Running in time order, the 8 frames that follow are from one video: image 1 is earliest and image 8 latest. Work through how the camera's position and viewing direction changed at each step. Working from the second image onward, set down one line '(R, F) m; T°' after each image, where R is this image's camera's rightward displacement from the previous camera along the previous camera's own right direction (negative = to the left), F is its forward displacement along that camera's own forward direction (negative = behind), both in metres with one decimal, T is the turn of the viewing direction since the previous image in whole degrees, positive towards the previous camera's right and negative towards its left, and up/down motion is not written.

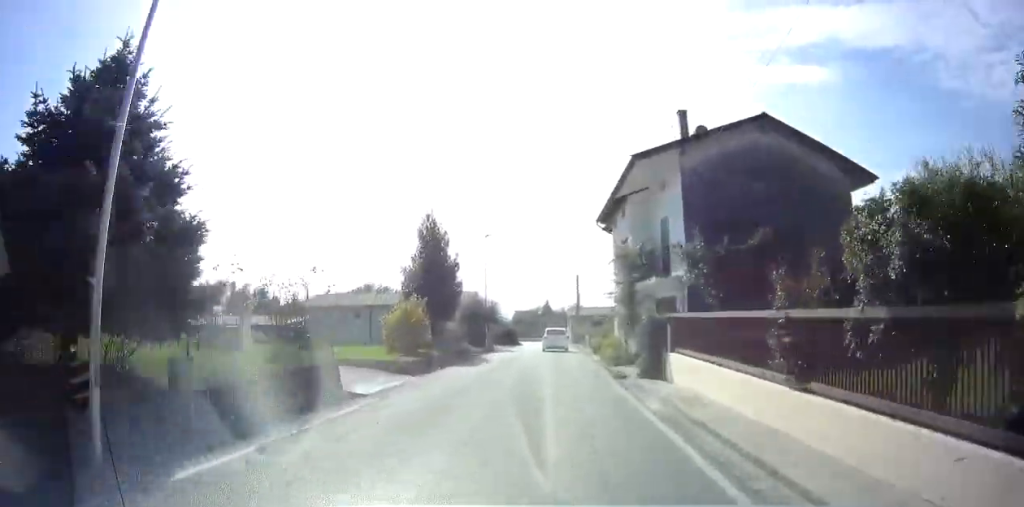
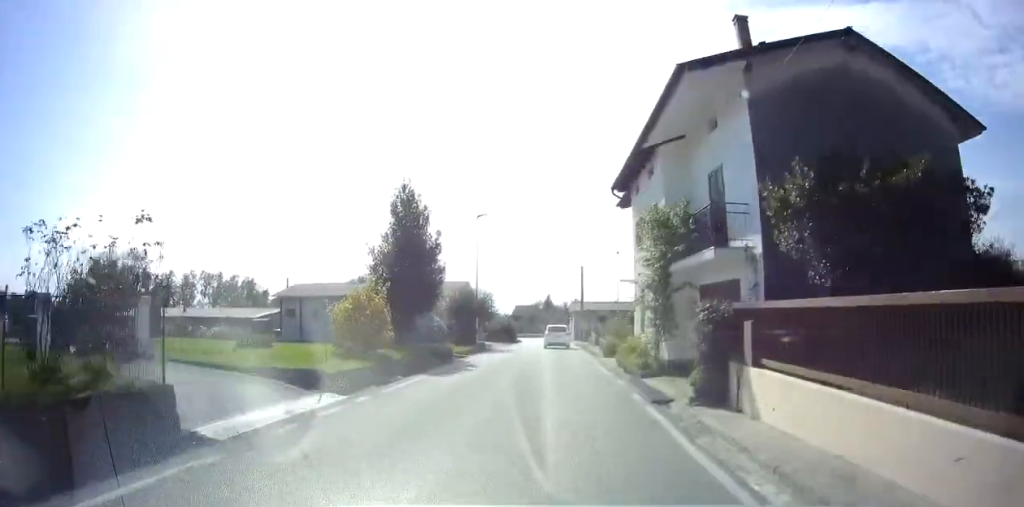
(0.0, +5.6) m; 0°
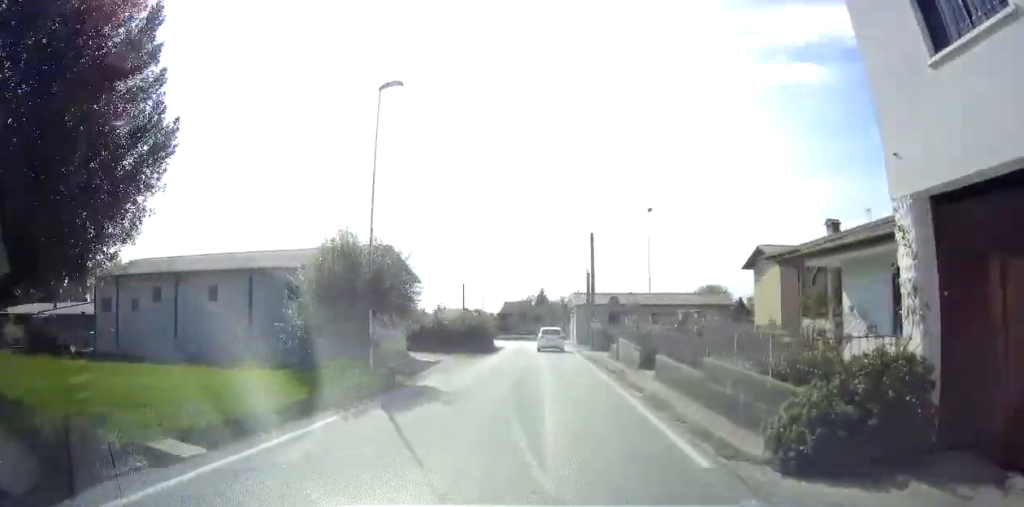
(+0.2, +19.8) m; +1°
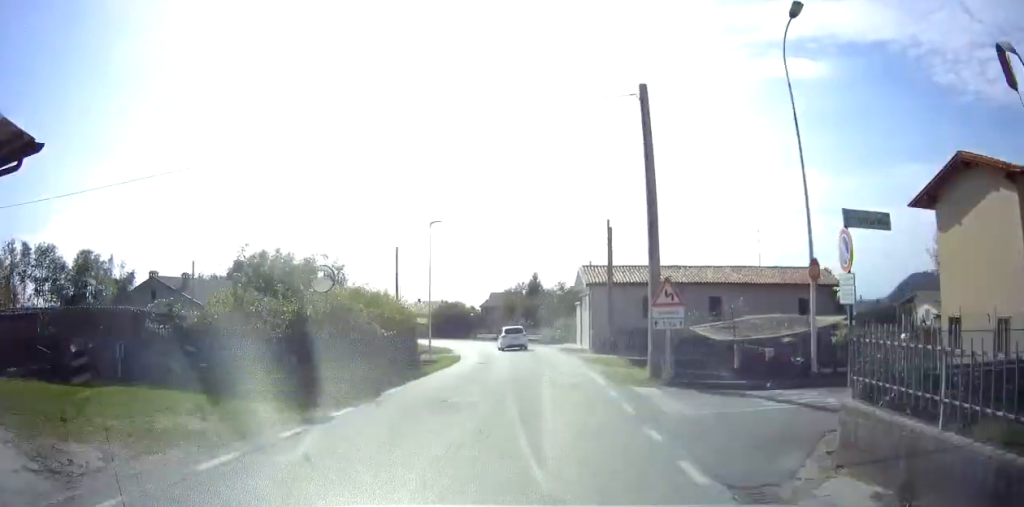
(0.0, +22.2) m; 0°
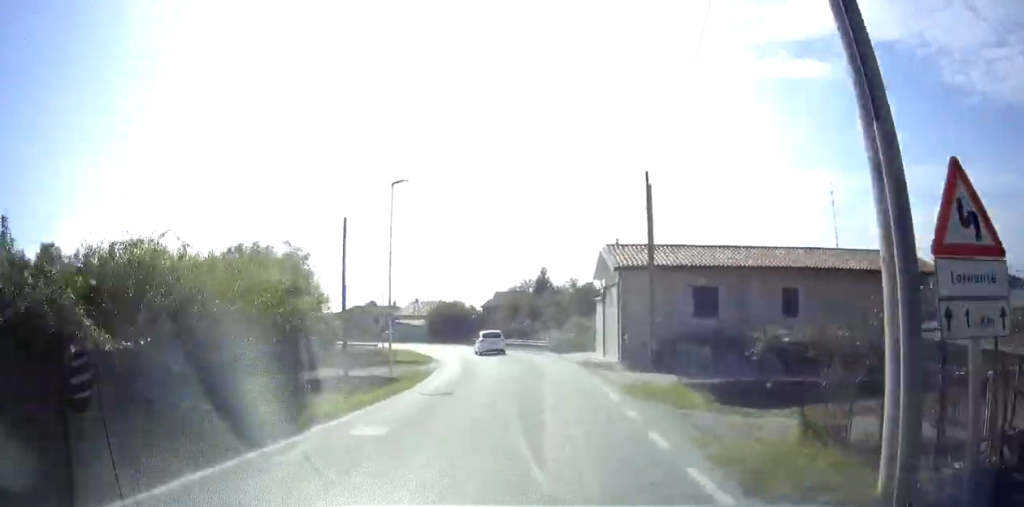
(0.0, +9.7) m; -2°
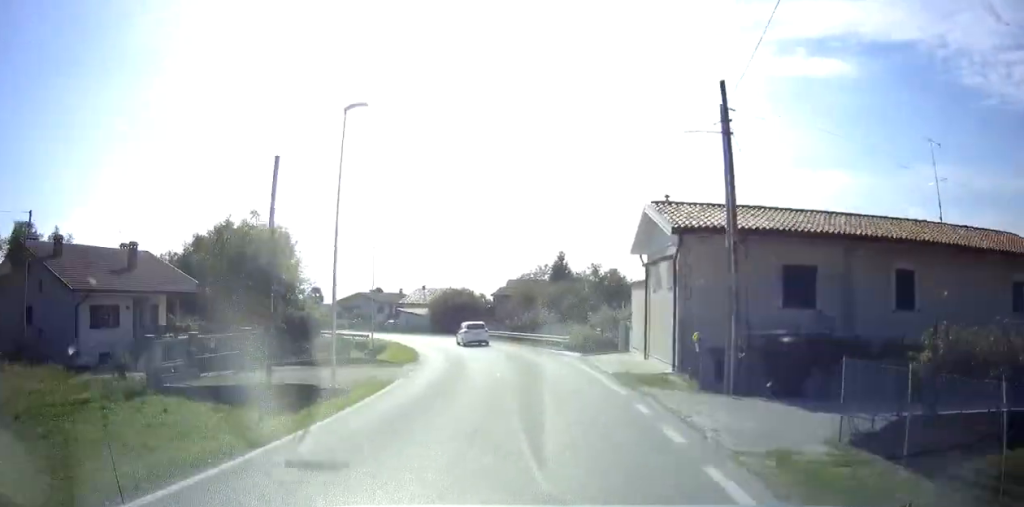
(+0.2, +7.9) m; -9°
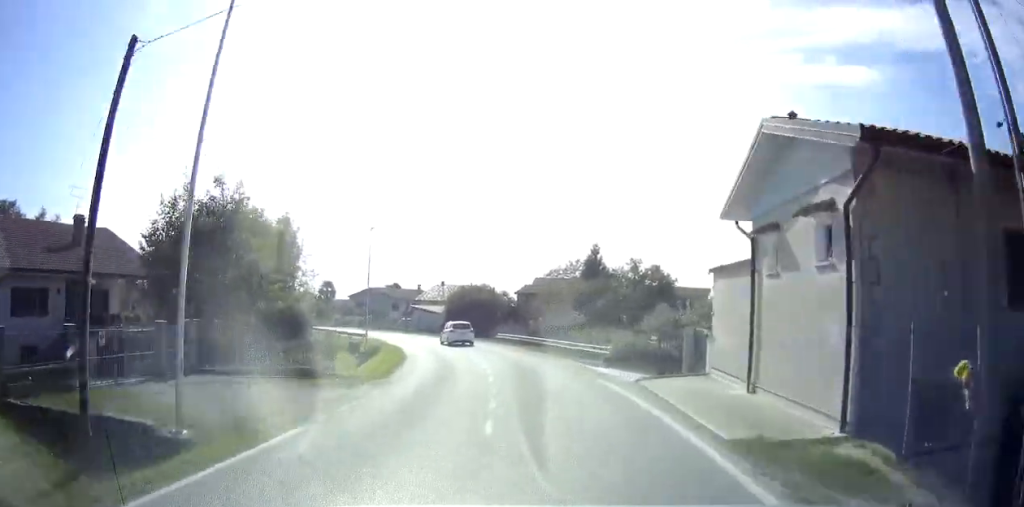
(-0.9, +7.5) m; -9°
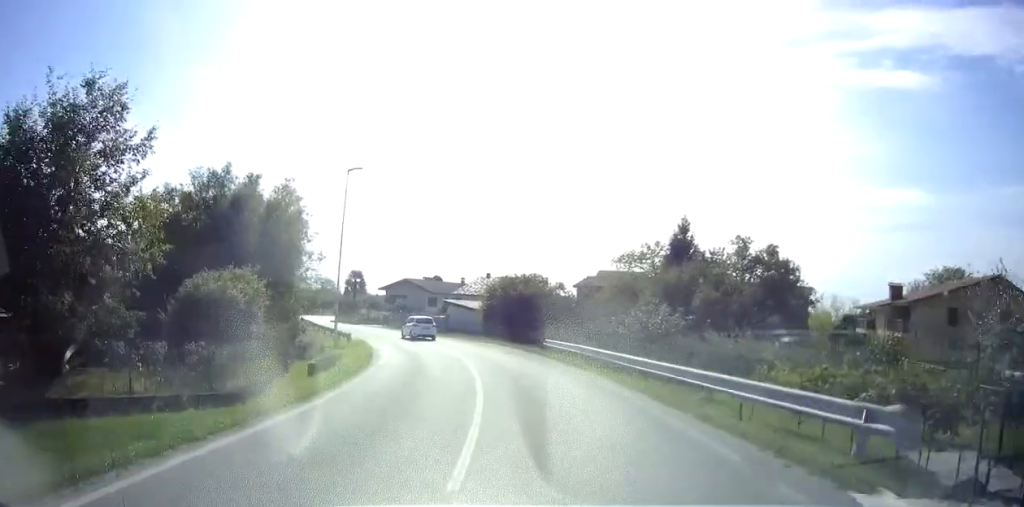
(-2.1, +13.7) m; -9°
